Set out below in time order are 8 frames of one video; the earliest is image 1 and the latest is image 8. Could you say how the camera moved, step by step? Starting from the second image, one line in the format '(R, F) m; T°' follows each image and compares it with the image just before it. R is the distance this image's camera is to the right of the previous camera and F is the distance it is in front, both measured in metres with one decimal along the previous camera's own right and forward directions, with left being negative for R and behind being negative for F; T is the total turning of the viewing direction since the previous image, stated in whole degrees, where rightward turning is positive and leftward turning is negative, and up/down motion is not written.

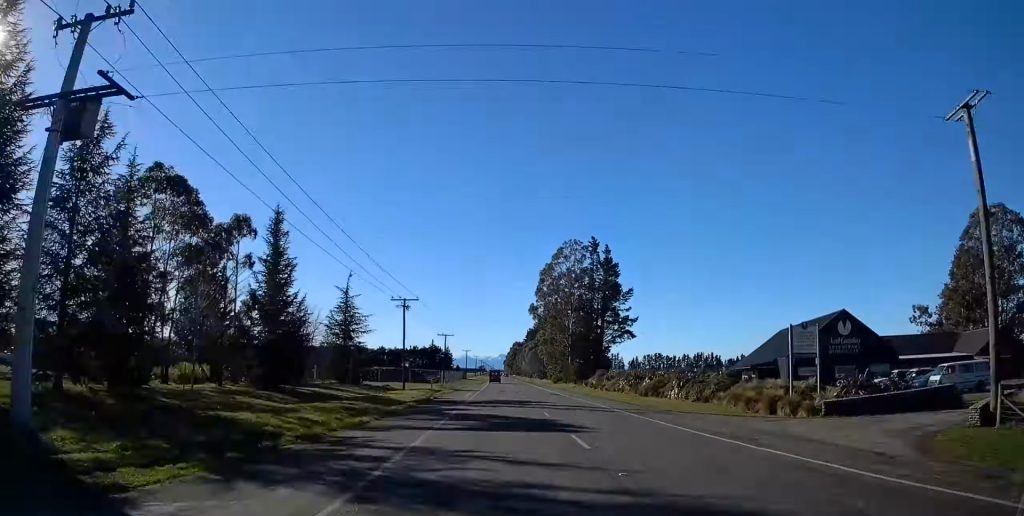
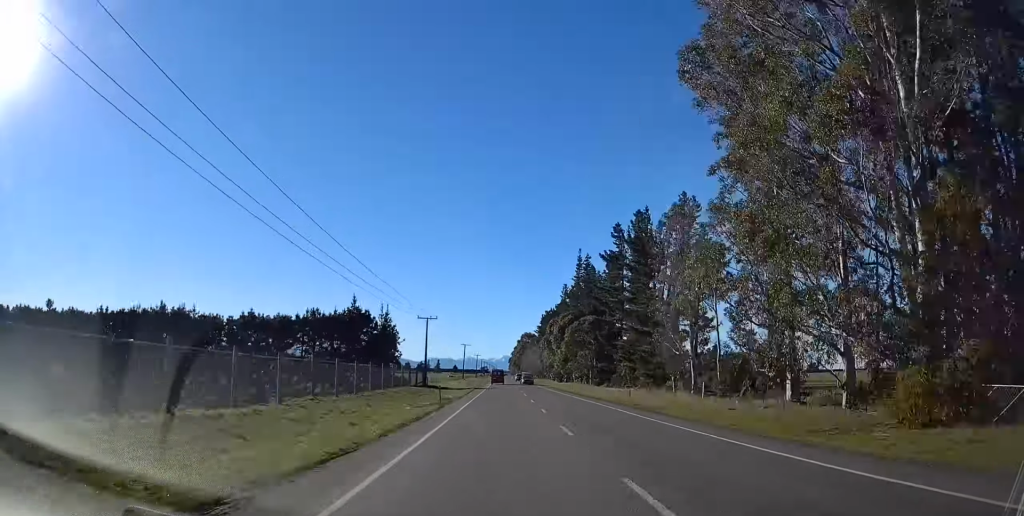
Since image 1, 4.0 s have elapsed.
(-0.4, +105.8) m; 0°
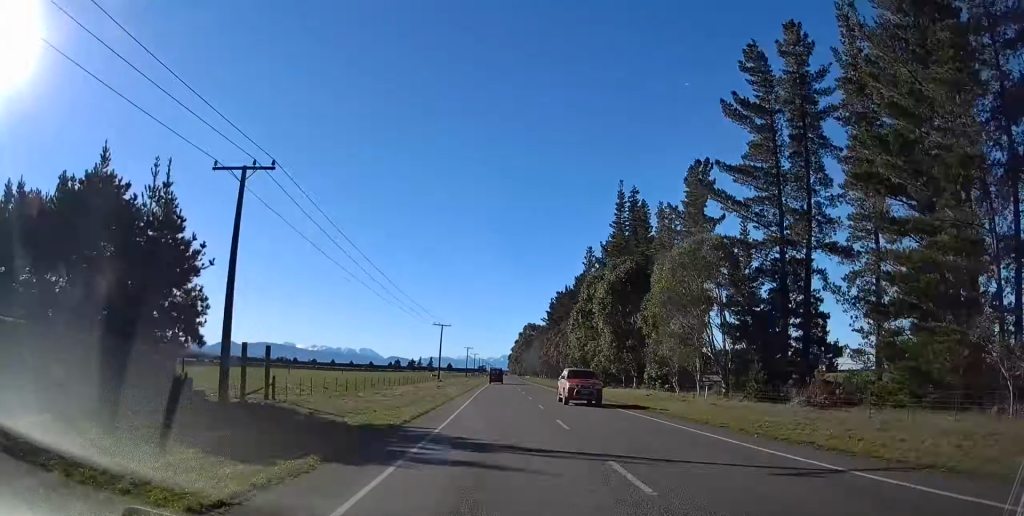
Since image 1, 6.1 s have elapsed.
(+0.4, +57.7) m; 0°
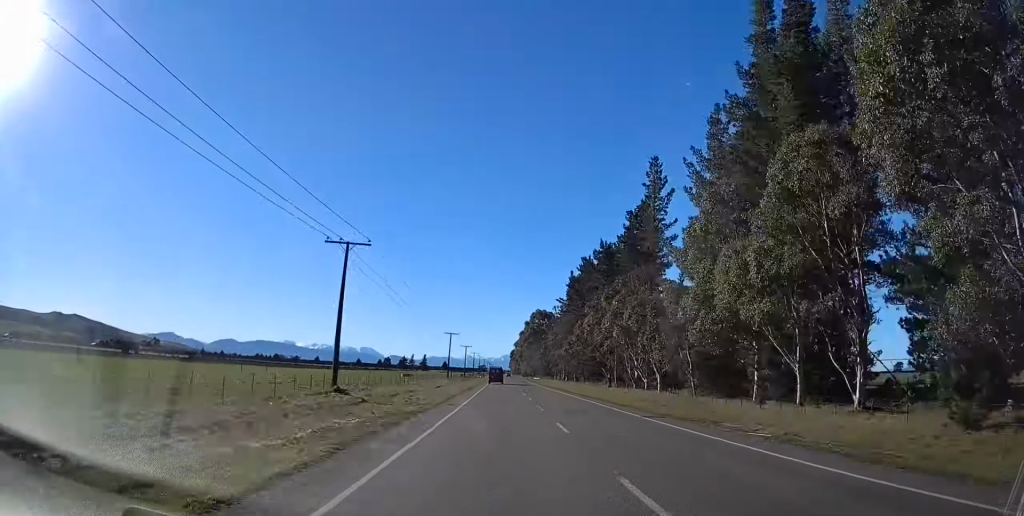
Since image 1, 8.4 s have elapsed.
(+0.2, +61.7) m; 0°
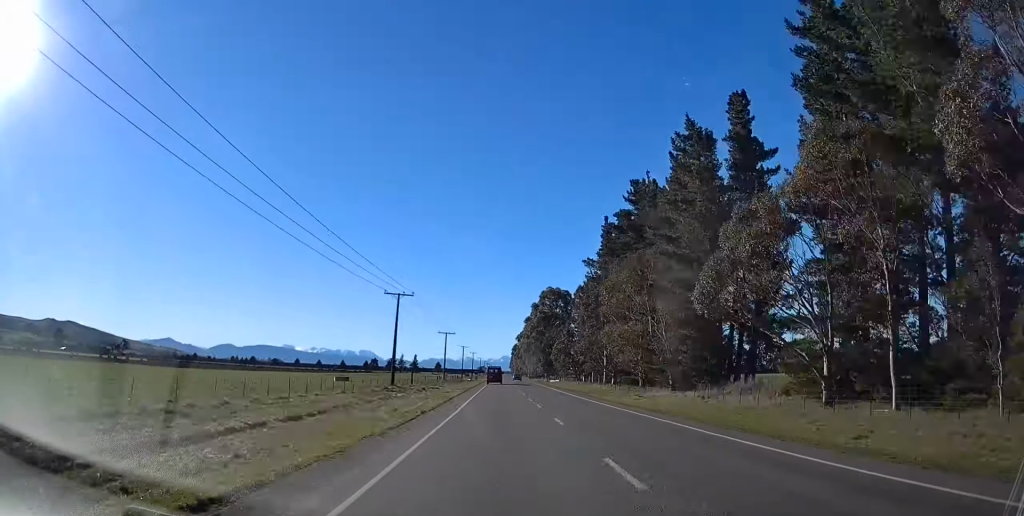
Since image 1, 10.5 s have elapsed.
(+0.3, +58.3) m; 0°
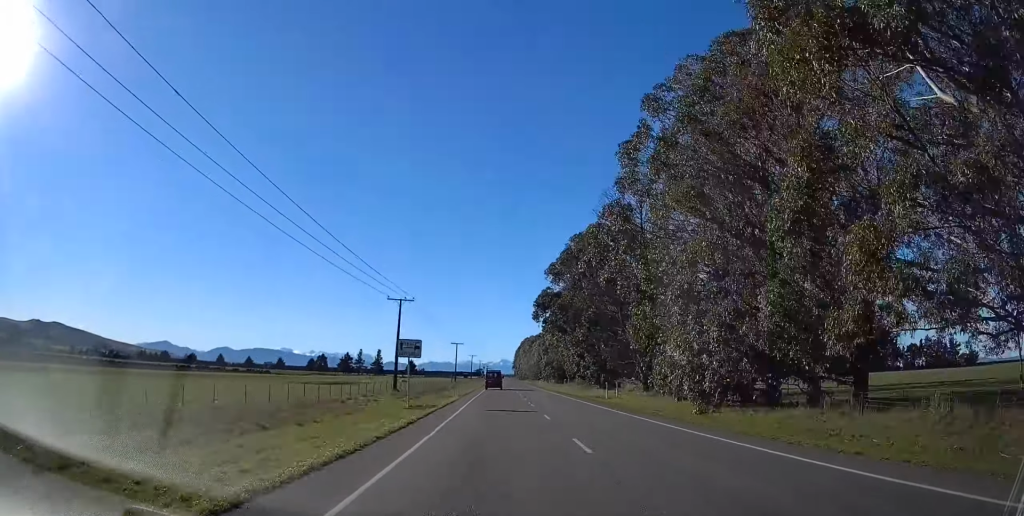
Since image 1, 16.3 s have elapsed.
(-1.2, +156.9) m; 0°
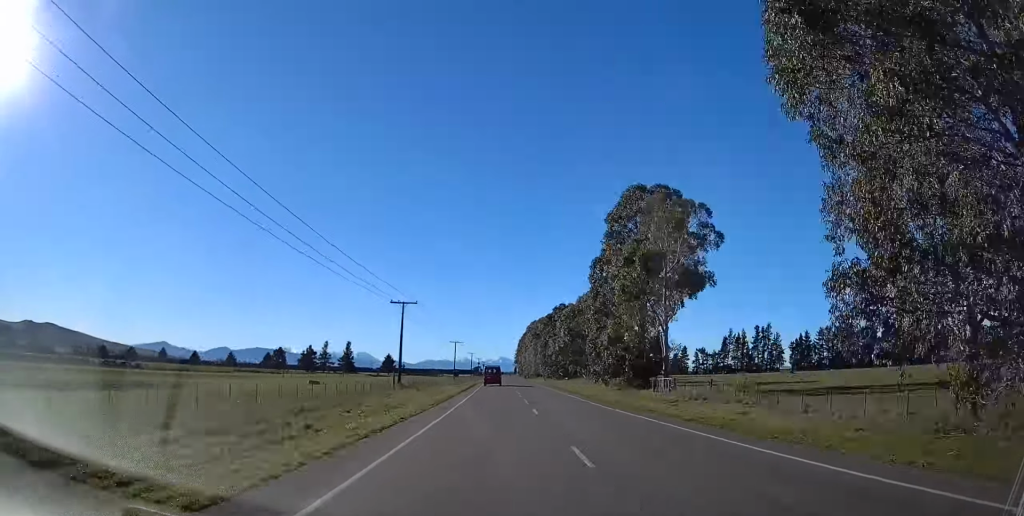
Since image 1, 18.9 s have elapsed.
(+0.5, +73.1) m; 0°
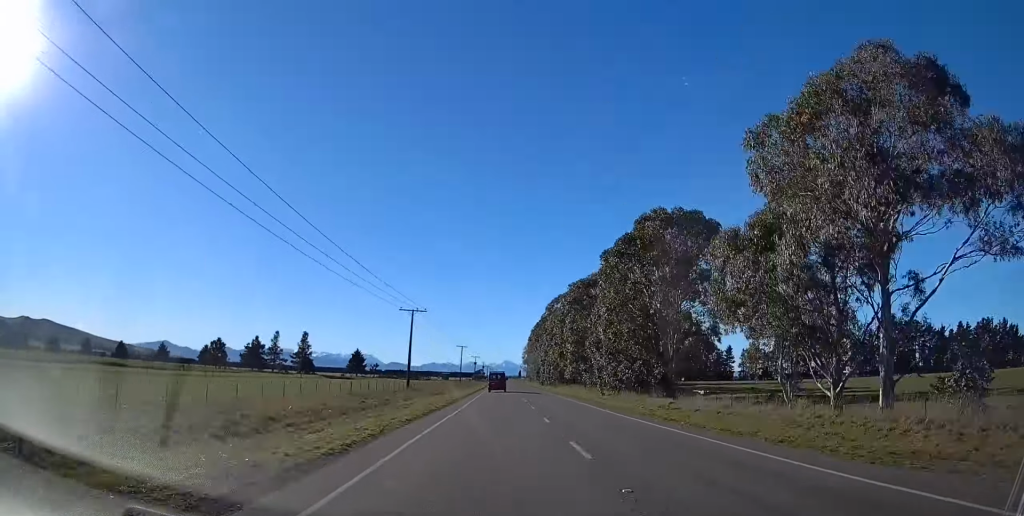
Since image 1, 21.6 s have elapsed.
(0.0, +73.0) m; 0°
